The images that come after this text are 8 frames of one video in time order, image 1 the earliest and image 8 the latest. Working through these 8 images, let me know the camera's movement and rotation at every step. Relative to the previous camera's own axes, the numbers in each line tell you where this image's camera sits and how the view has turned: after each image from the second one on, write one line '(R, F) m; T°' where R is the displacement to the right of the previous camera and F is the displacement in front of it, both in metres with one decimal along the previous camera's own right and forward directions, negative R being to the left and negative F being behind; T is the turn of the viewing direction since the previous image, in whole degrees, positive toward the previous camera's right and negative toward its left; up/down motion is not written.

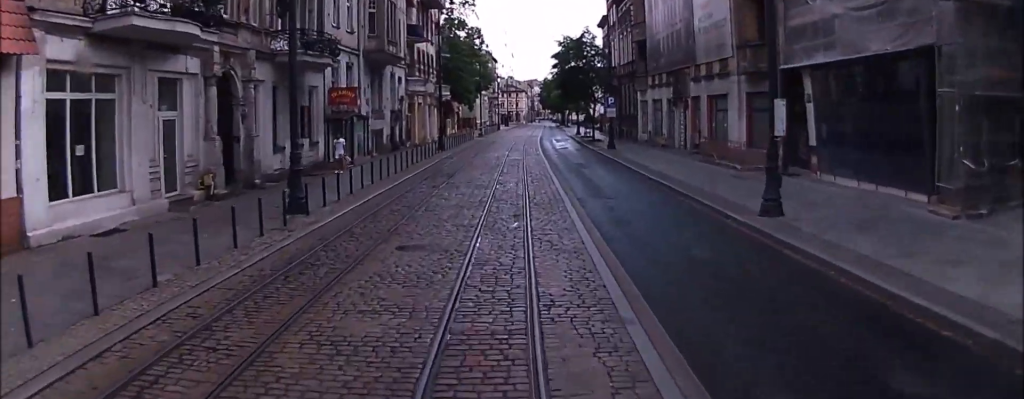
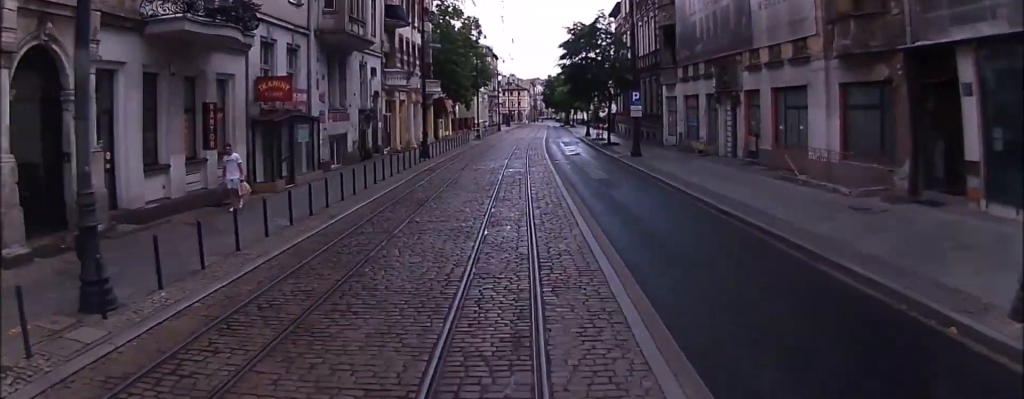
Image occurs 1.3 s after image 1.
(+0.3, +9.1) m; +2°
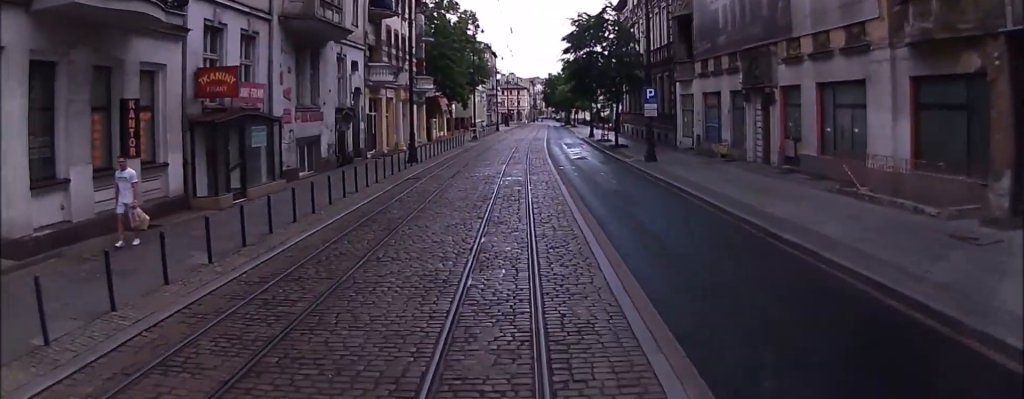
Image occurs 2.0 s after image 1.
(0.0, +4.2) m; 0°
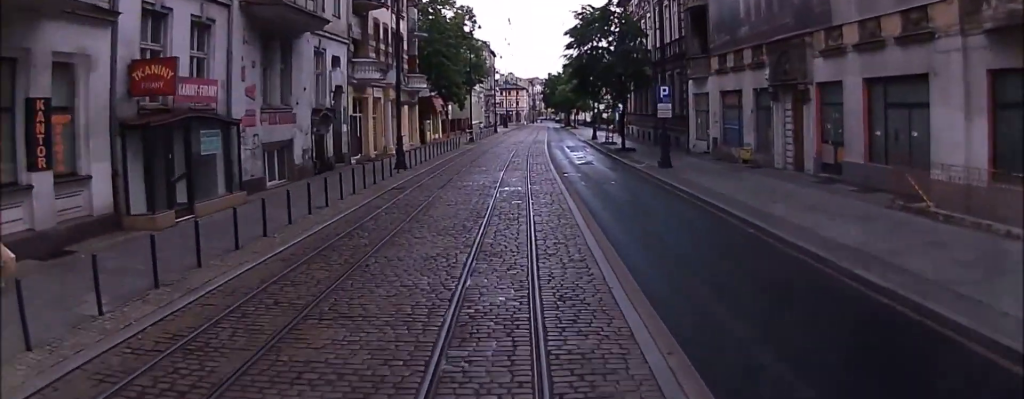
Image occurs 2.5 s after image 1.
(0.0, +3.2) m; 0°
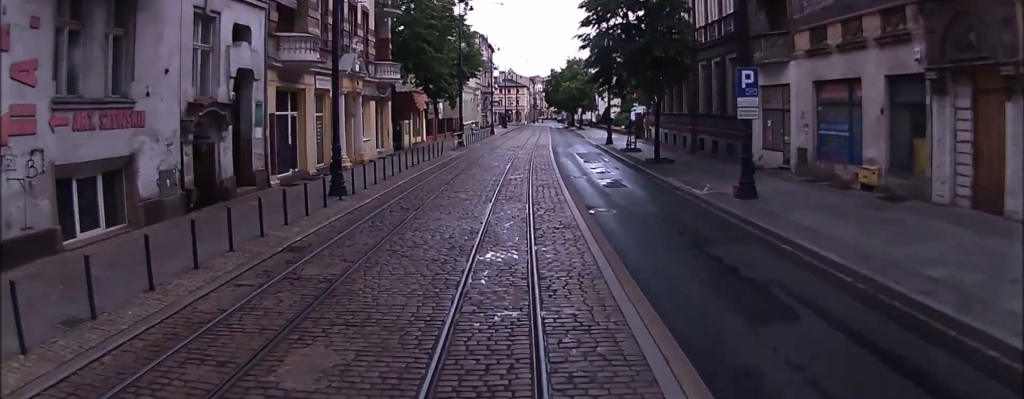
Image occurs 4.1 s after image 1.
(0.0, +10.3) m; +1°
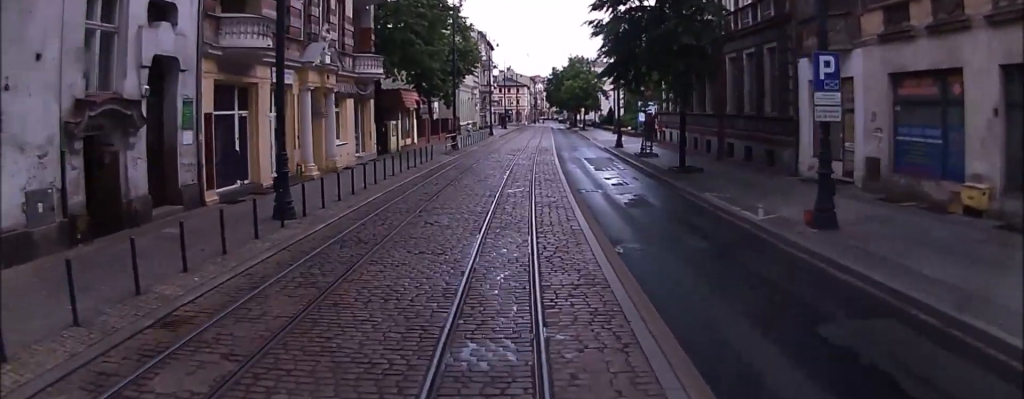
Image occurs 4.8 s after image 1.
(0.0, +4.9) m; +1°
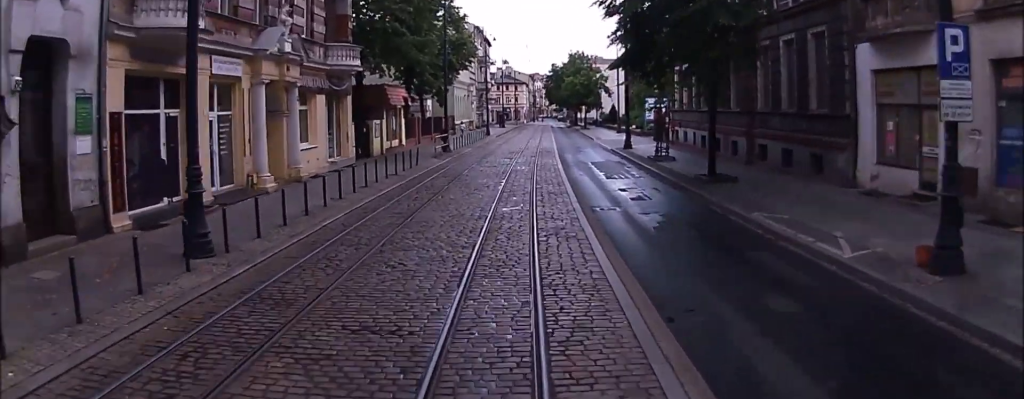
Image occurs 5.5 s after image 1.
(+0.1, +4.6) m; -2°
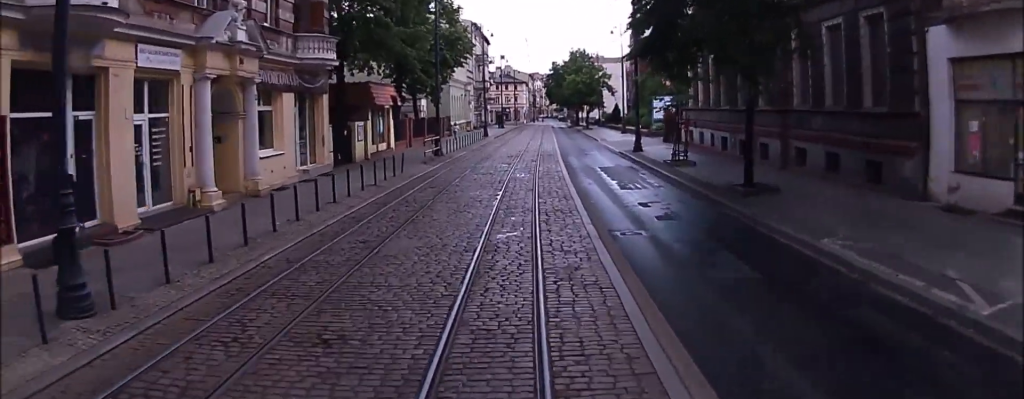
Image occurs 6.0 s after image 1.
(0.0, +3.9) m; -1°
